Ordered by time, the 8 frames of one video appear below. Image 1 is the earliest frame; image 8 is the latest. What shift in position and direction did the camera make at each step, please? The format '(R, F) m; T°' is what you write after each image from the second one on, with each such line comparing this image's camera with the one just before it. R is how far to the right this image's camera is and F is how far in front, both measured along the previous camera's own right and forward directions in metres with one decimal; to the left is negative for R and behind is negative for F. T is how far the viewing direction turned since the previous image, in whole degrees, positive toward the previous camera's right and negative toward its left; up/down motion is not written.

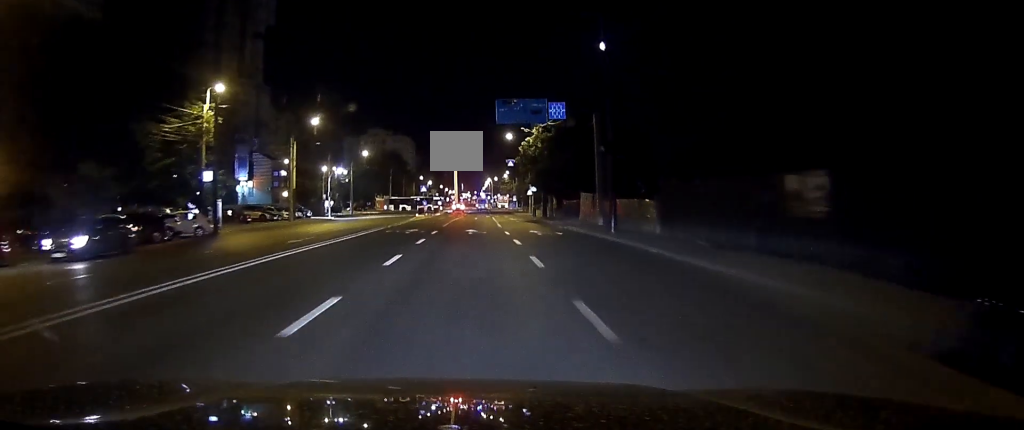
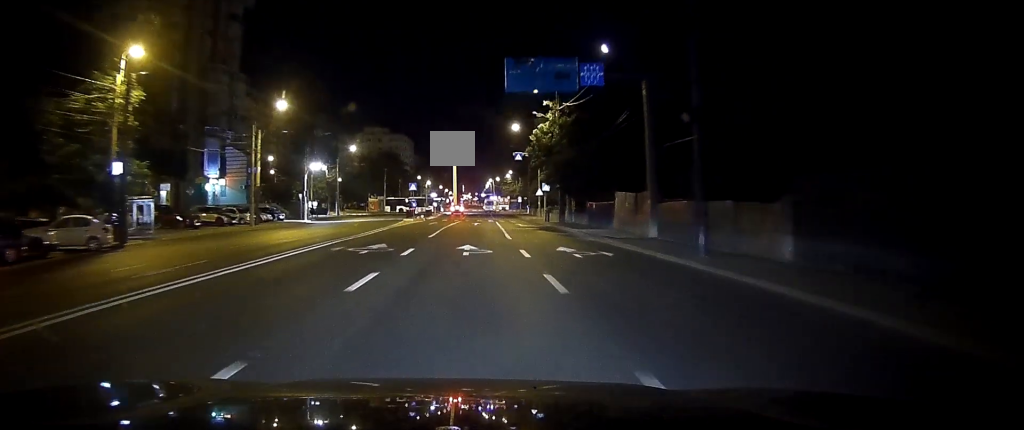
(0.0, +12.8) m; 0°
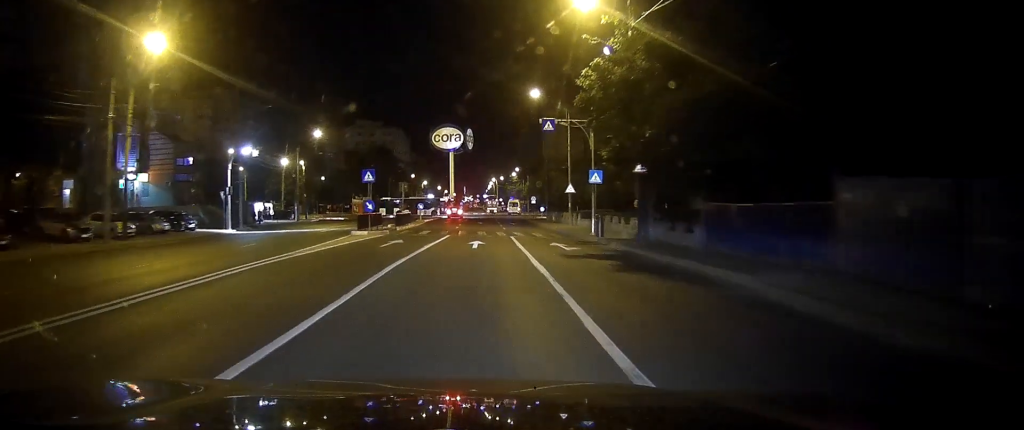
(0.0, +25.2) m; 0°
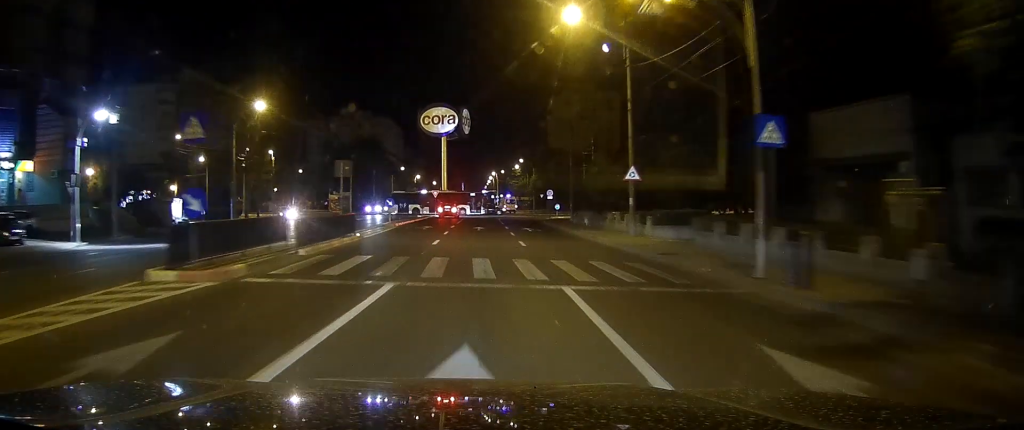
(-0.2, +21.9) m; -1°
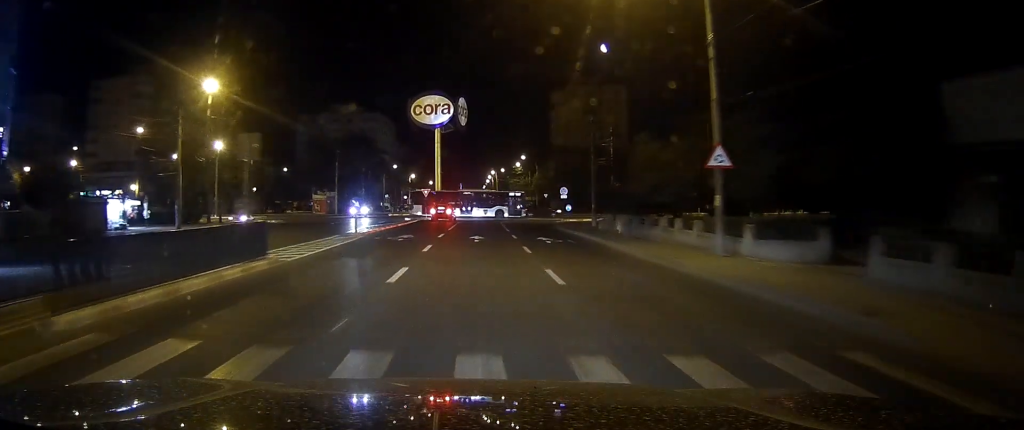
(+0.1, +11.7) m; 0°
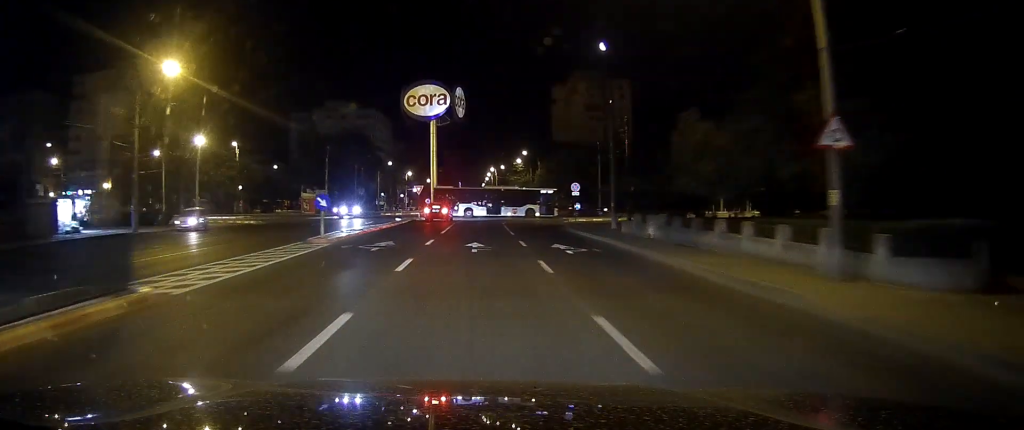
(0.0, +7.0) m; 0°
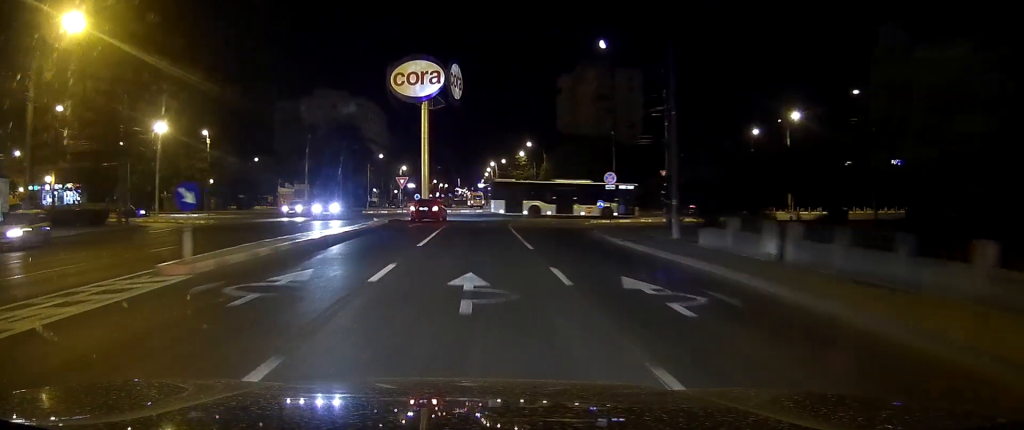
(0.0, +12.4) m; 0°
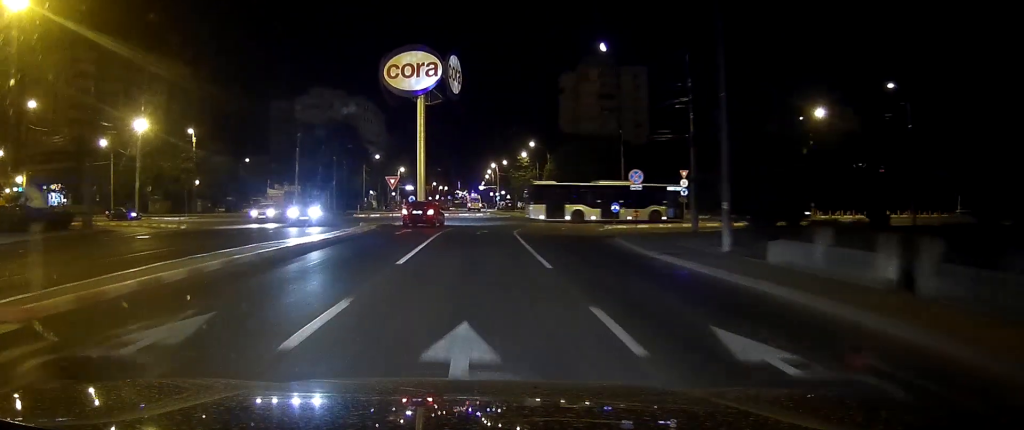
(0.0, +5.4) m; 0°
